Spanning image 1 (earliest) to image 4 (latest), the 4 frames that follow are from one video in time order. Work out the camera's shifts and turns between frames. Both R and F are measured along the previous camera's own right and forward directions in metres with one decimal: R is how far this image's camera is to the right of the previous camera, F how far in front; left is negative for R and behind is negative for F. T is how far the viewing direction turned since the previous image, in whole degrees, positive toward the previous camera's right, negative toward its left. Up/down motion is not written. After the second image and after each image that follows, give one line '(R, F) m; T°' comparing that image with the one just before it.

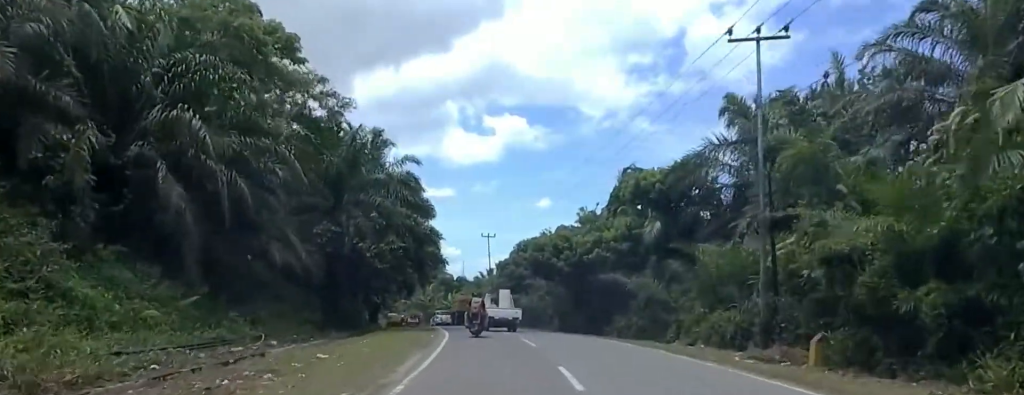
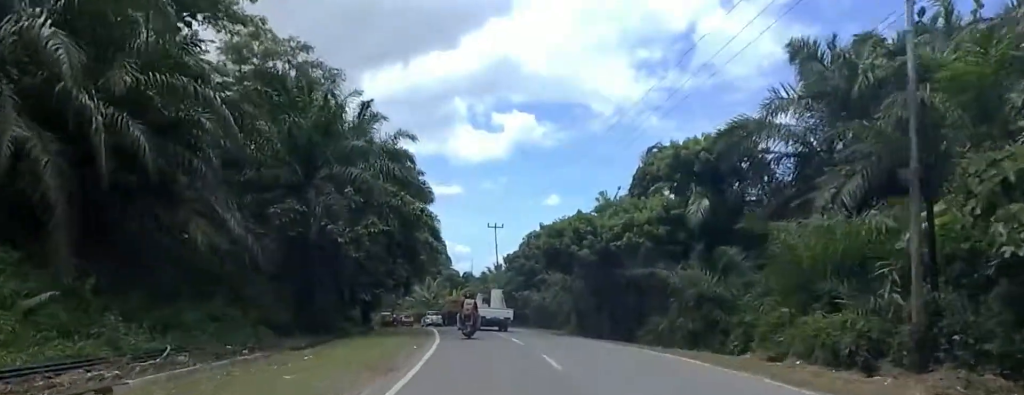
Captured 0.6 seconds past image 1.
(+0.6, +5.9) m; 0°
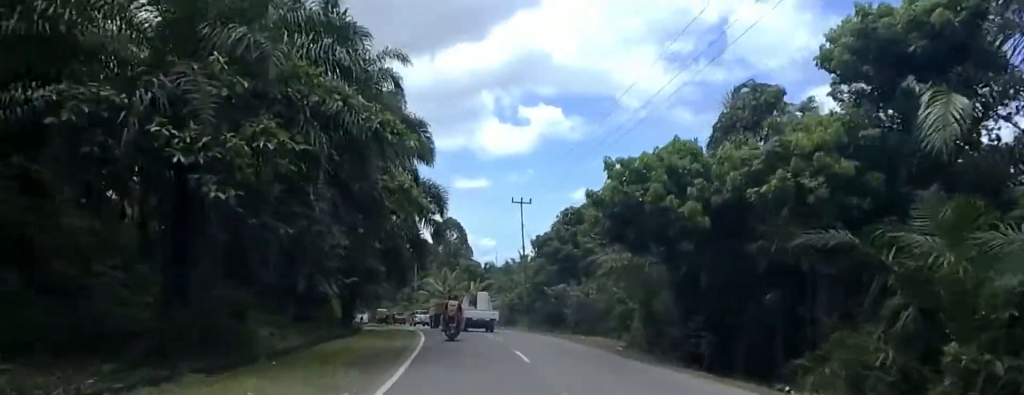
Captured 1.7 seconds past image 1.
(-1.1, +12.5) m; -11°
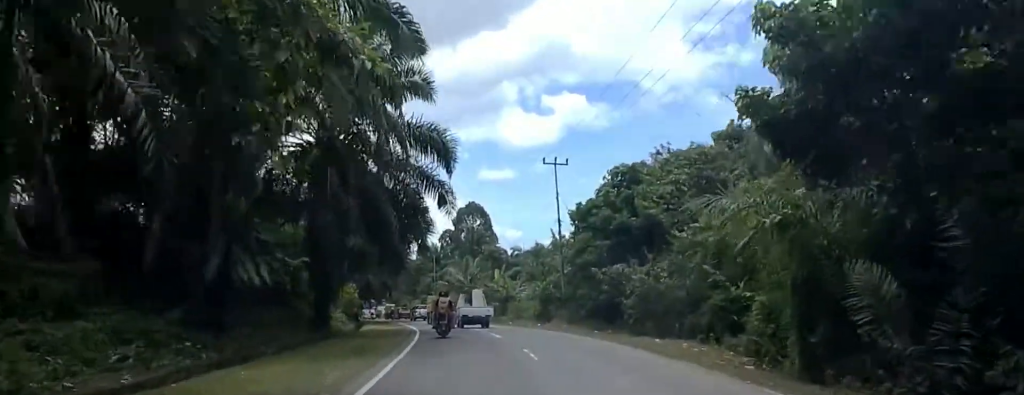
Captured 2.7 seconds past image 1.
(-1.0, +10.3) m; 0°
